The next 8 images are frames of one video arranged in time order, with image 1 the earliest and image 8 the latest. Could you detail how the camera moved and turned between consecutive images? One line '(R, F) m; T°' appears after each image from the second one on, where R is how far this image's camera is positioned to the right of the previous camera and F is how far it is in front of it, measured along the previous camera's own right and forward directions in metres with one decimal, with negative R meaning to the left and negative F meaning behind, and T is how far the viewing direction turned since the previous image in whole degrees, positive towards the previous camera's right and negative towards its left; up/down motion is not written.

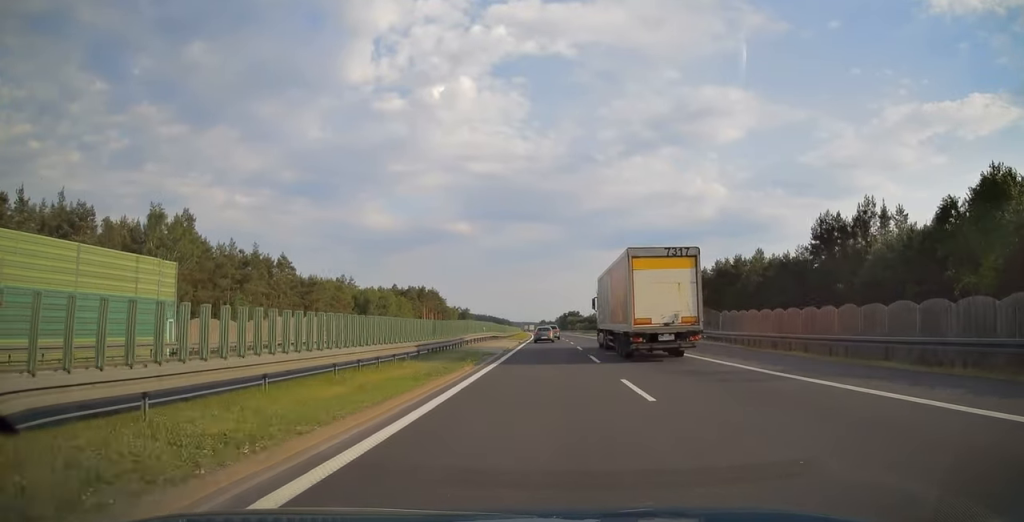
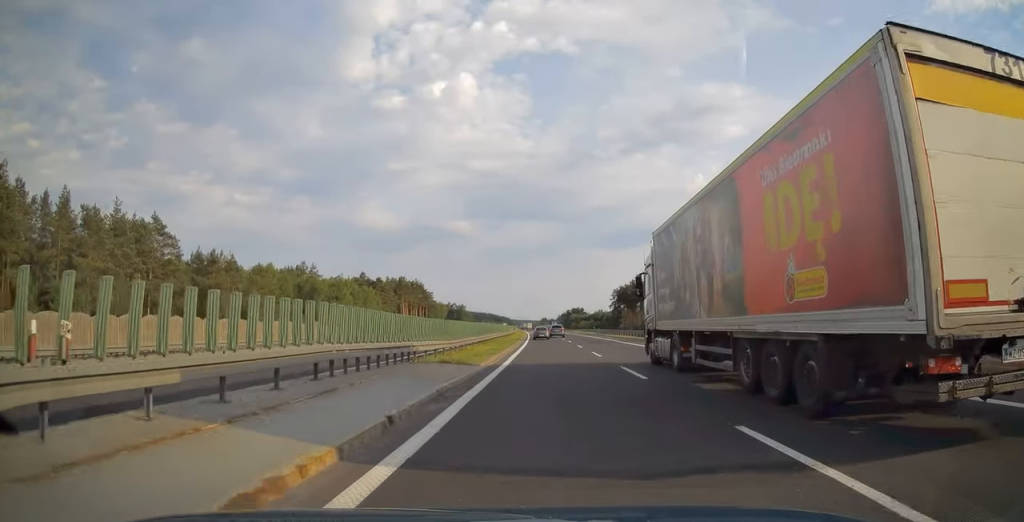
(0.0, +43.6) m; 0°
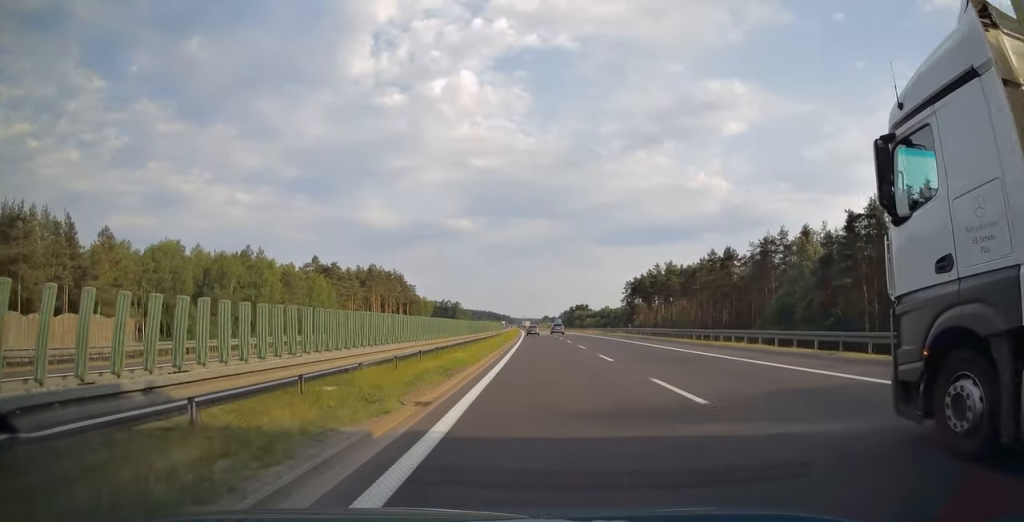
(0.0, +41.9) m; 0°
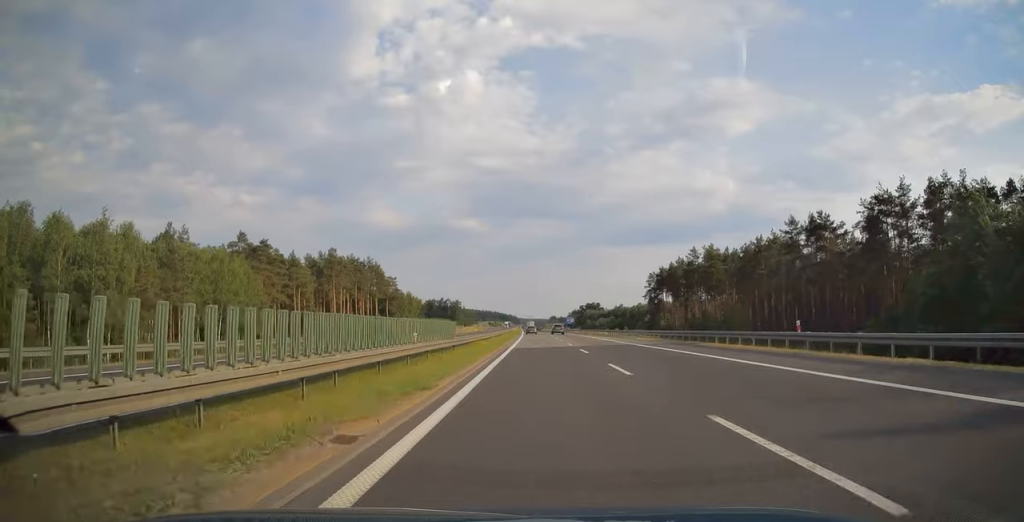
(-0.2, +42.2) m; -1°
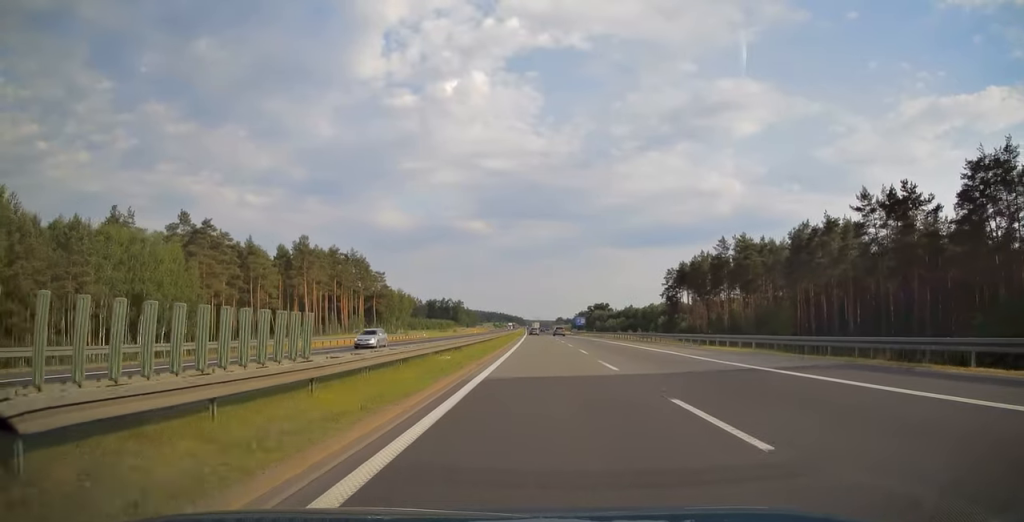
(-0.1, +21.8) m; 0°
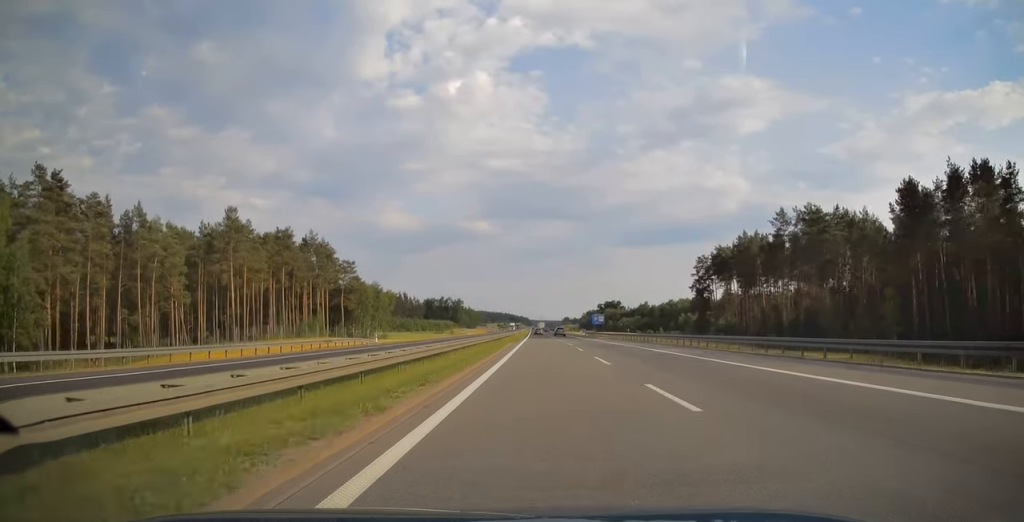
(-0.1, +33.5) m; 0°
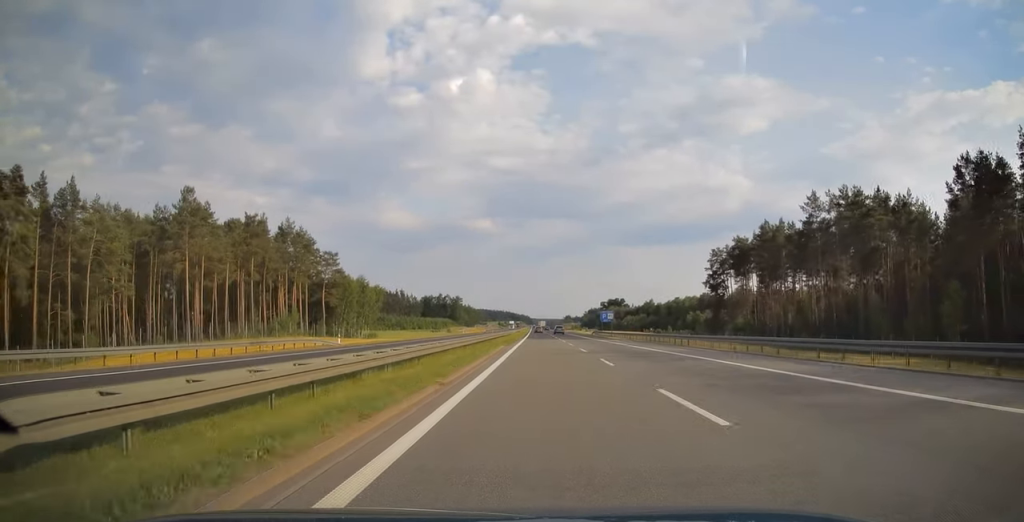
(0.0, +13.5) m; 0°
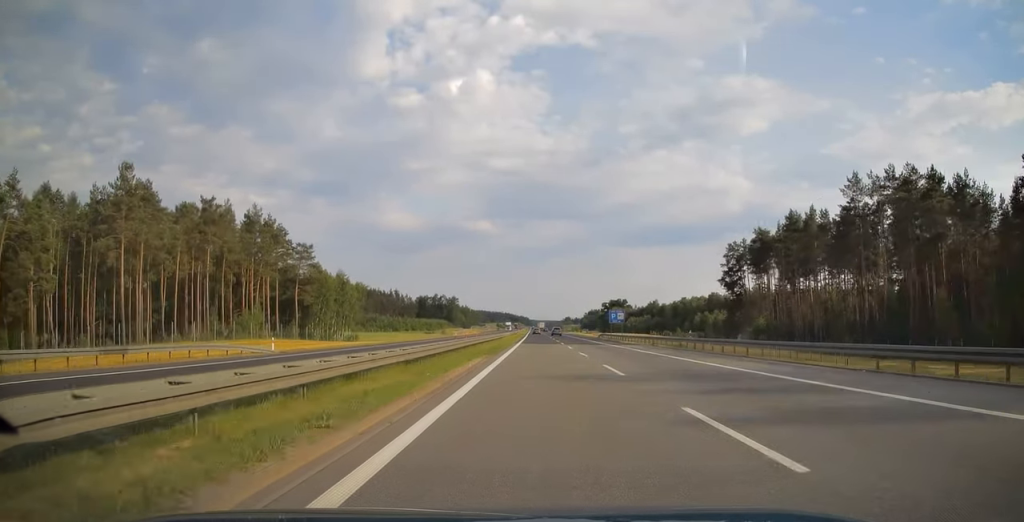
(0.0, +14.5) m; 0°
